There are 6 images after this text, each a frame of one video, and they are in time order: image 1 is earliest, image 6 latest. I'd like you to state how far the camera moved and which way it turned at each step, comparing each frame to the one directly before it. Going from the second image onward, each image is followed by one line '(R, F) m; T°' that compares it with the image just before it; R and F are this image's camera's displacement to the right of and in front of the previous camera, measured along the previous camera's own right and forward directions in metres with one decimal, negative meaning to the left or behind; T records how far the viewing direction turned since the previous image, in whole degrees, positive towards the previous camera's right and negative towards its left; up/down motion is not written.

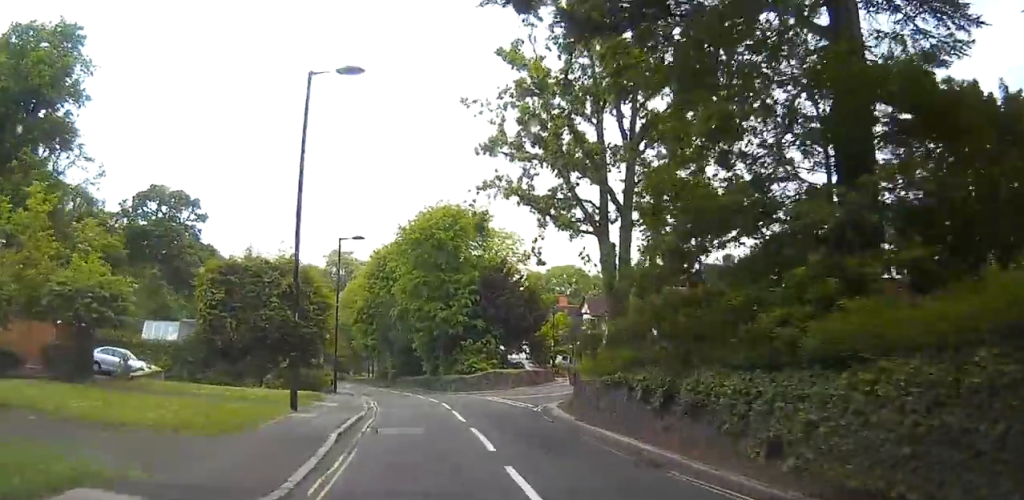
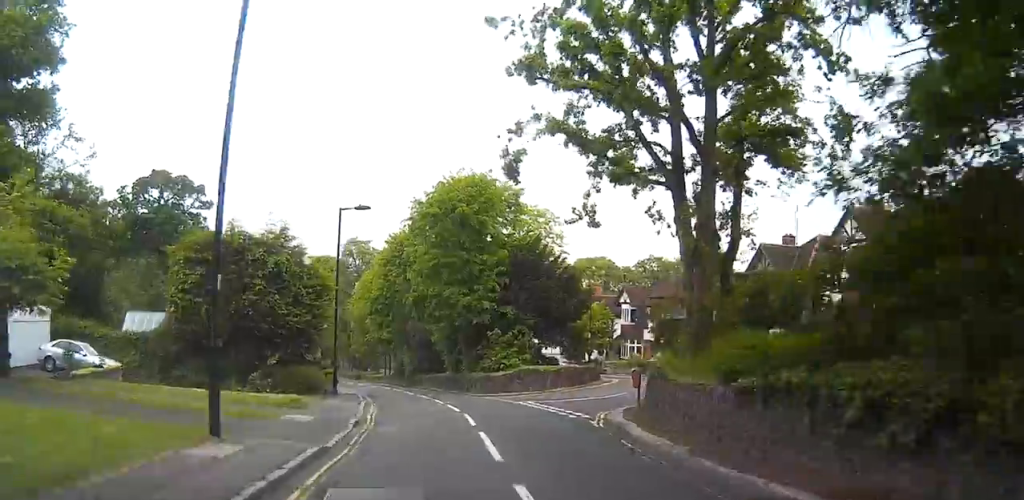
(+0.2, +7.1) m; +2°
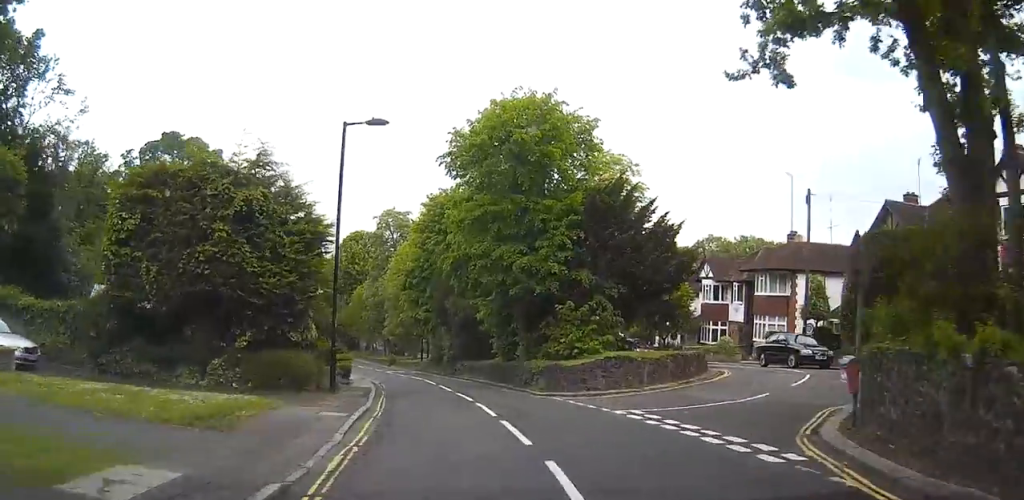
(+0.3, +10.4) m; 0°
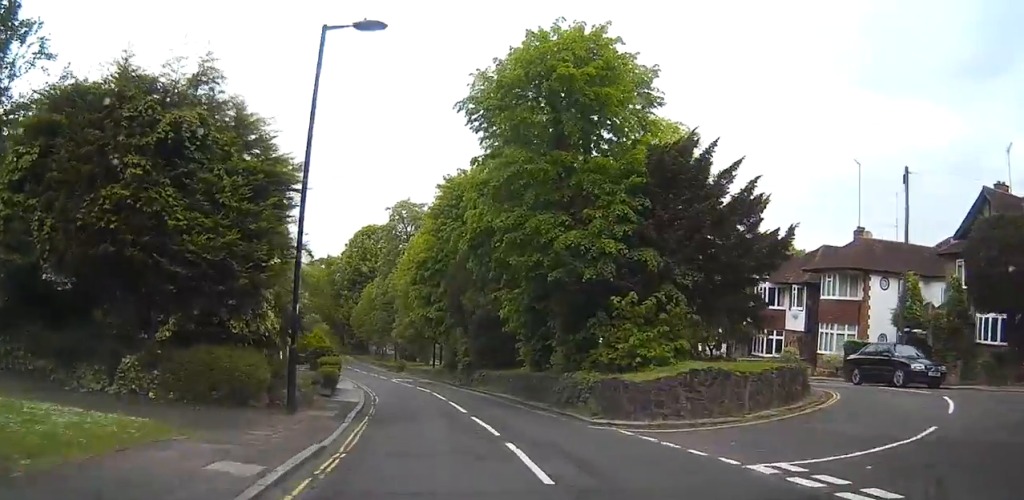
(+0.1, +7.0) m; -2°
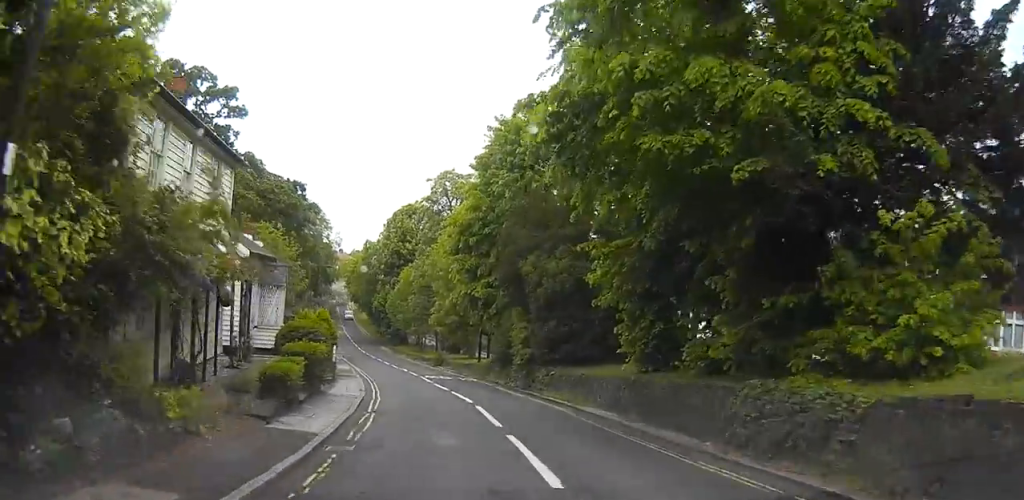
(-0.6, +10.9) m; -6°
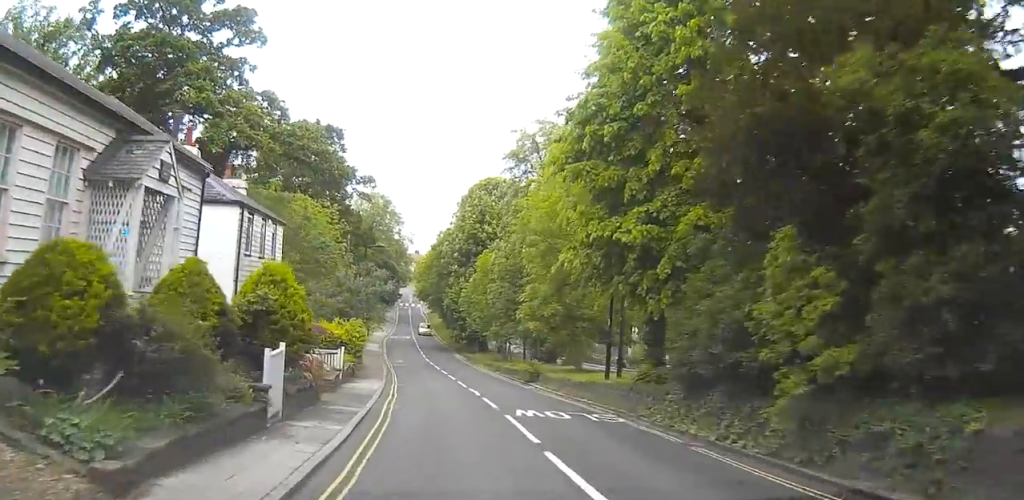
(-1.4, +17.3) m; -7°
